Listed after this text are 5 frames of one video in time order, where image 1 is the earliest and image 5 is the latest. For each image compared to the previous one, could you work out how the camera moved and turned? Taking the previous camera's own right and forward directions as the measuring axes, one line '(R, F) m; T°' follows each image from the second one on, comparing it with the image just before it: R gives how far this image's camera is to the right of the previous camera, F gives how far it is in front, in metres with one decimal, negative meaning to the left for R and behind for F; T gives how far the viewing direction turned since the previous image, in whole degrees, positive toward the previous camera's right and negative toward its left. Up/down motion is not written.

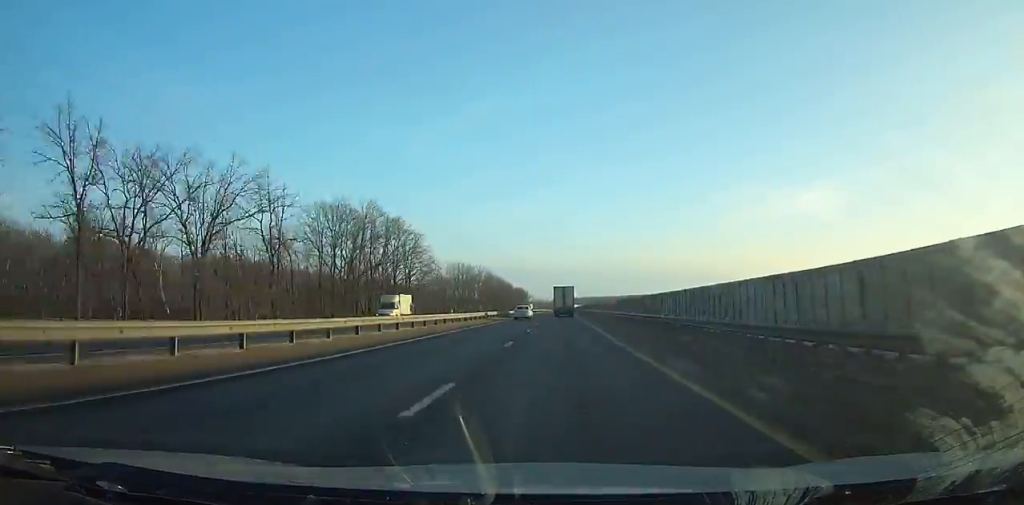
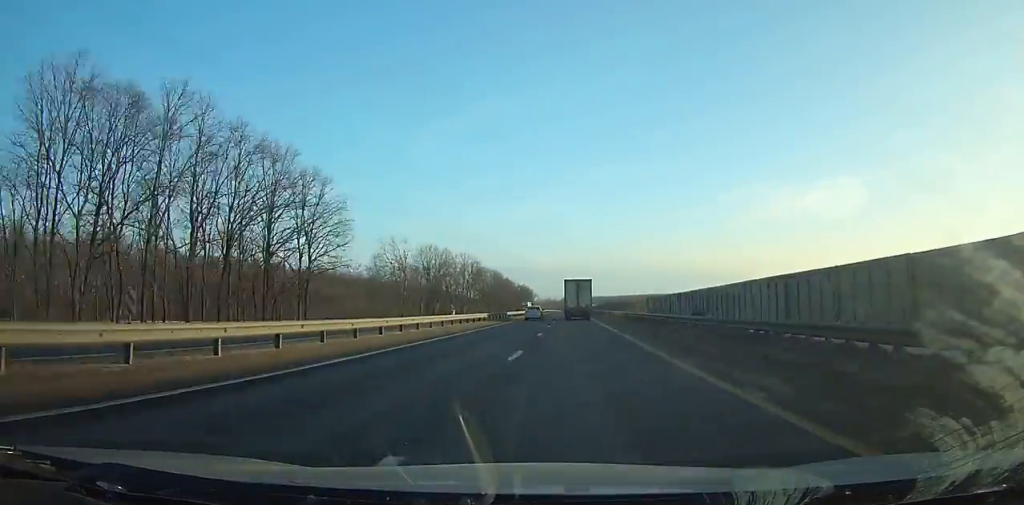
(-0.5, +53.1) m; 0°
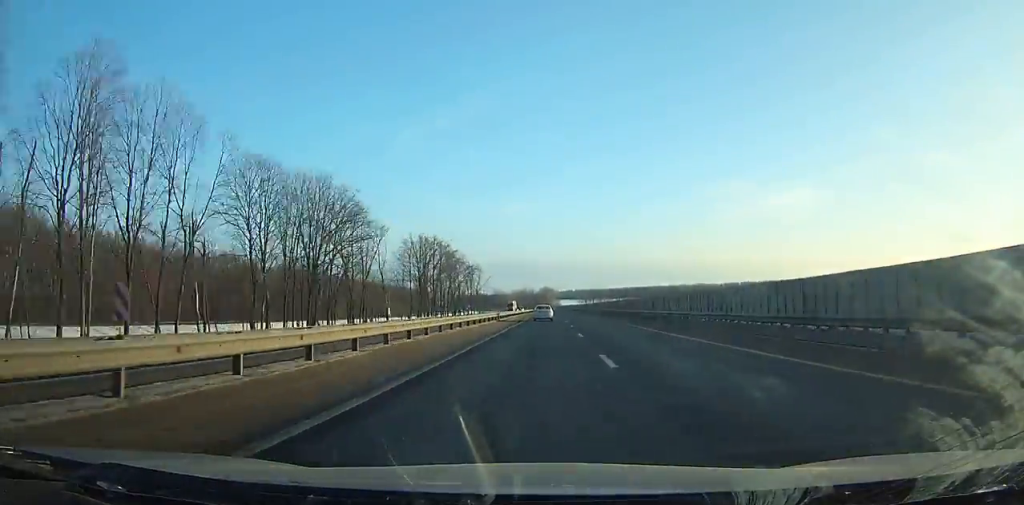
(+2.5, +272.3) m; +2°
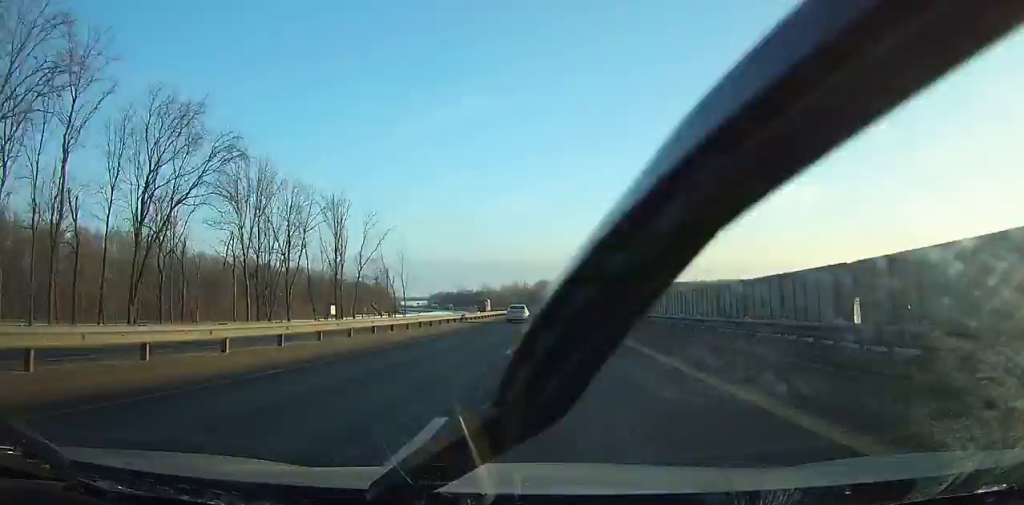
(-0.3, +128.9) m; -1°
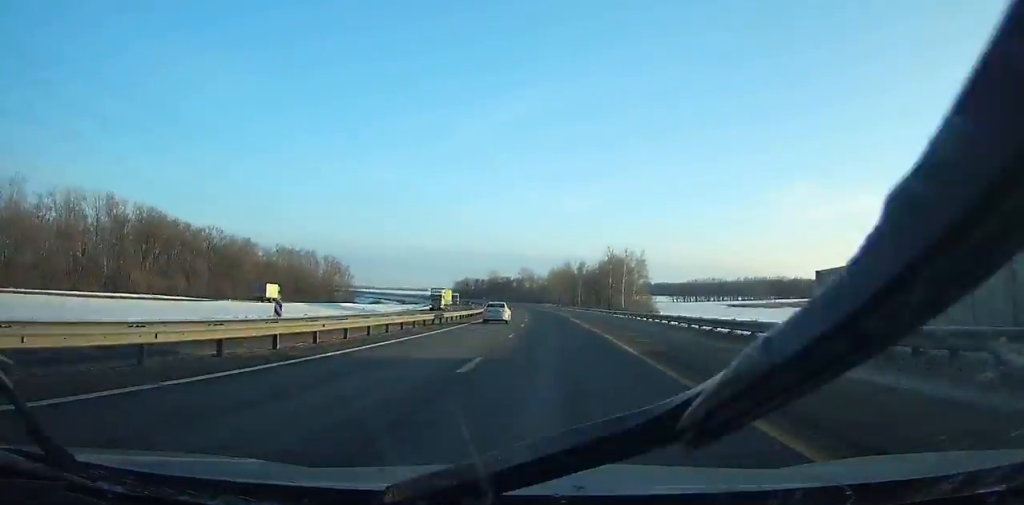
(-7.4, +185.8) m; -7°
